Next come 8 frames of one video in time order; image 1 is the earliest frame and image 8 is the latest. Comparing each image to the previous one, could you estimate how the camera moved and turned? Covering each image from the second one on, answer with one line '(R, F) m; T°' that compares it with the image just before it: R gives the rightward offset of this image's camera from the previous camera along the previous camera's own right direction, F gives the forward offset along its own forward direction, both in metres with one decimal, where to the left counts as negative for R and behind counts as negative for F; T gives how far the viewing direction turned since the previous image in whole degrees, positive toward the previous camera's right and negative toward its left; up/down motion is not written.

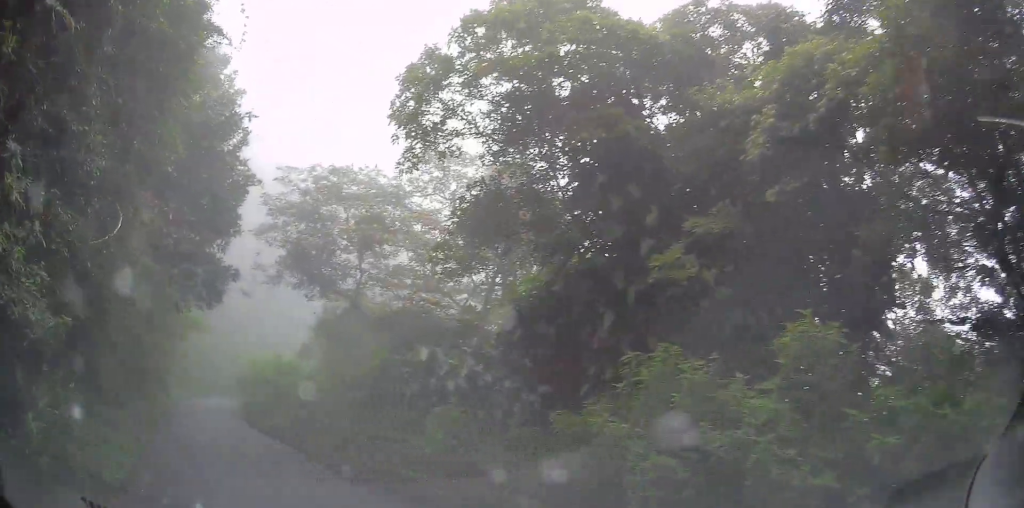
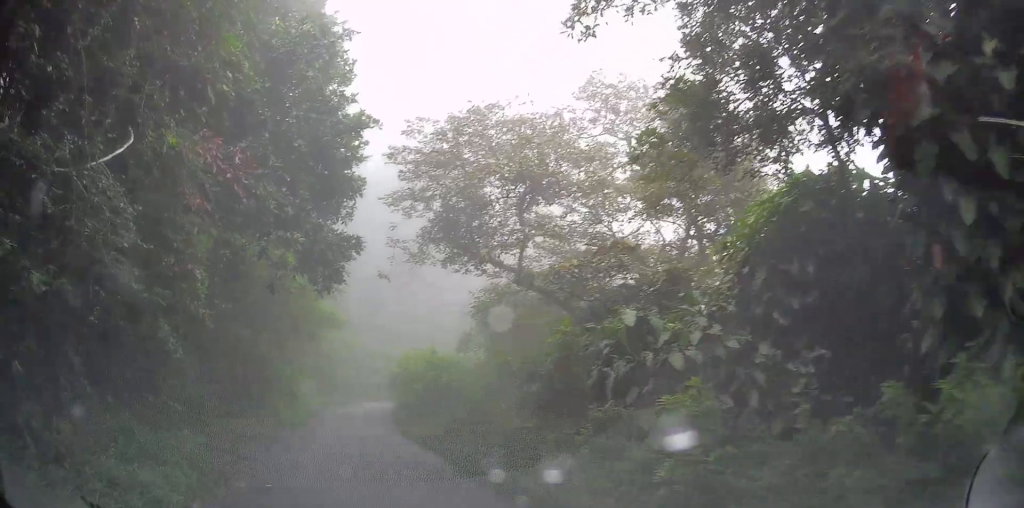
(-0.4, +3.4) m; -13°
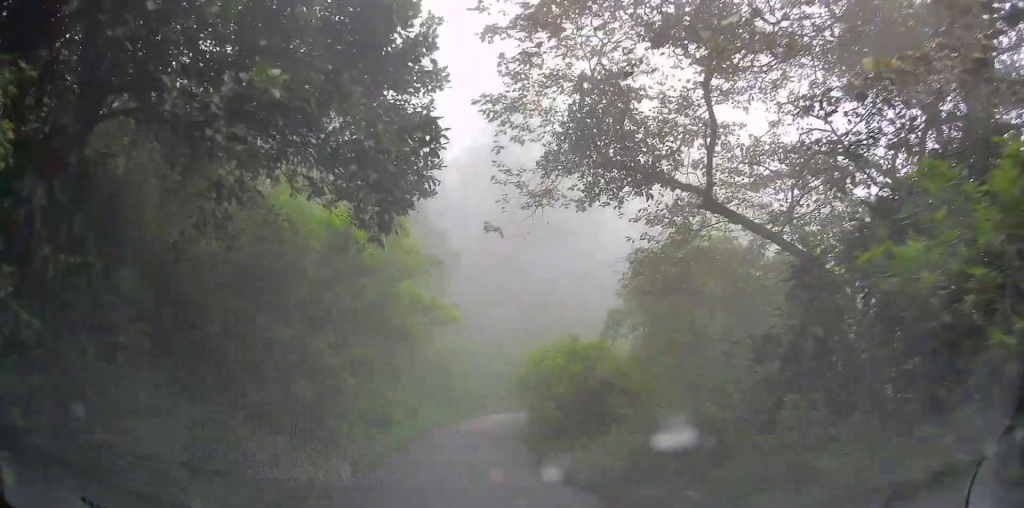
(-0.8, +5.4) m; -13°
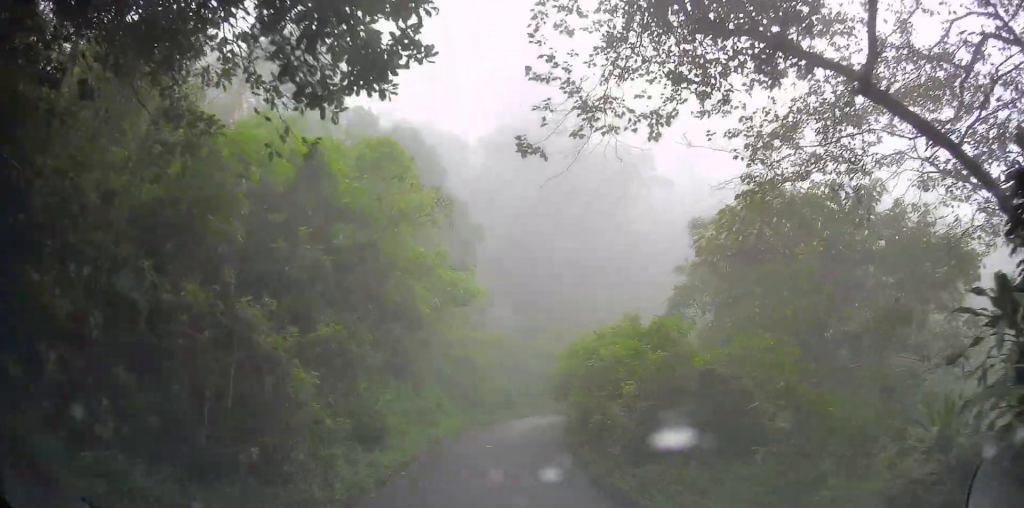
(-0.3, +3.8) m; -4°
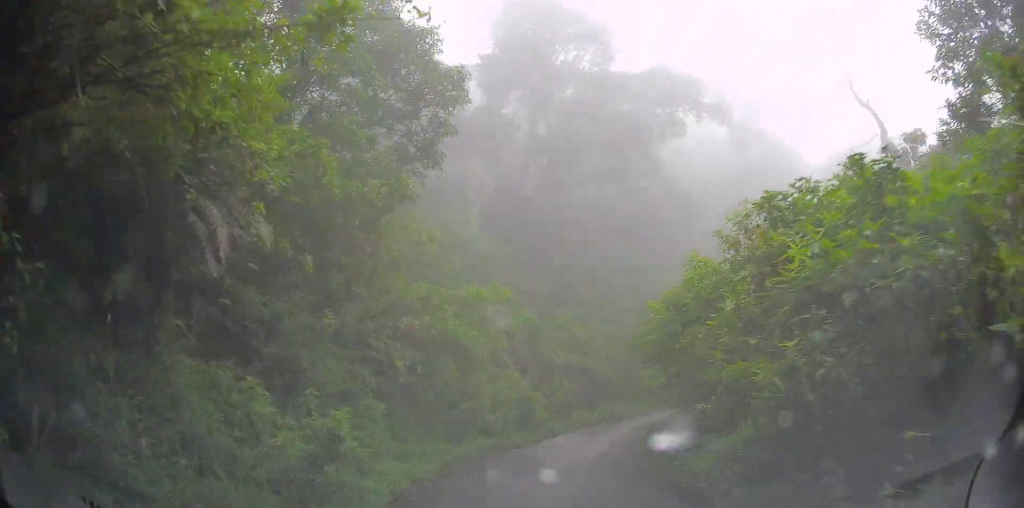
(+0.5, +10.7) m; +5°
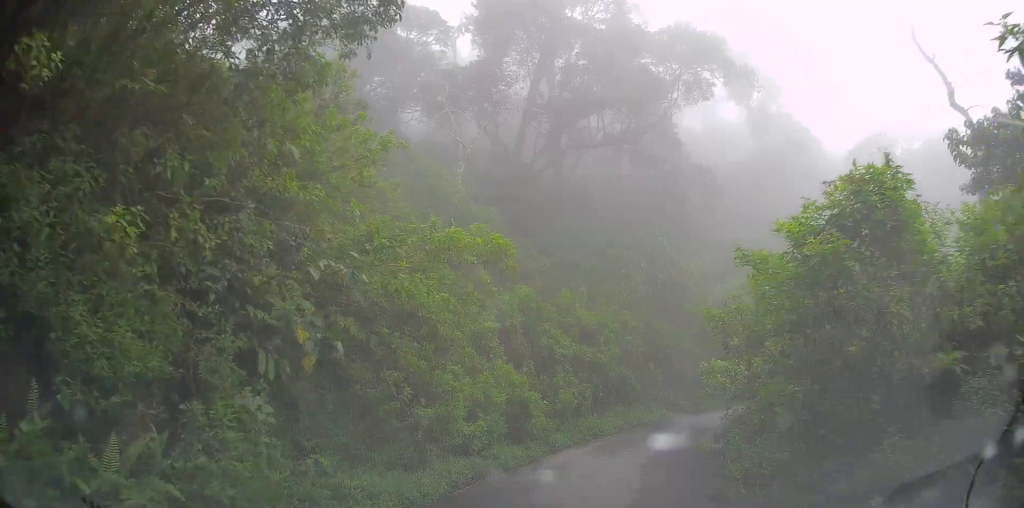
(0.0, +4.7) m; +2°
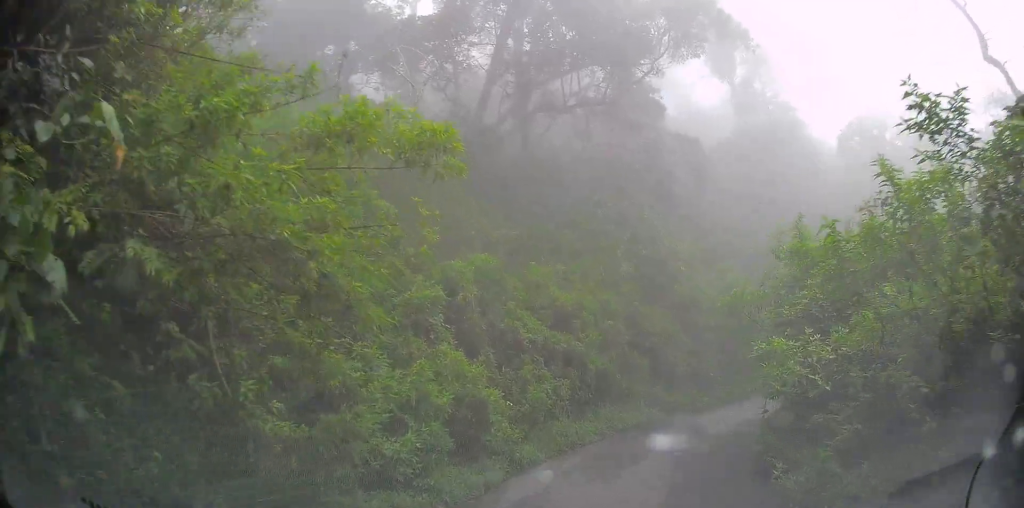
(+0.1, +3.7) m; +4°
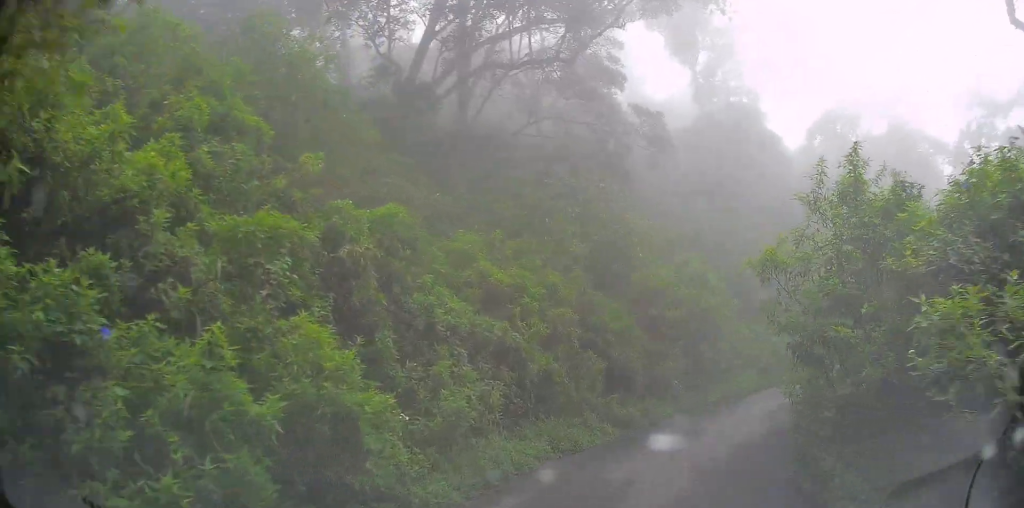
(+0.1, +3.6) m; +4°
